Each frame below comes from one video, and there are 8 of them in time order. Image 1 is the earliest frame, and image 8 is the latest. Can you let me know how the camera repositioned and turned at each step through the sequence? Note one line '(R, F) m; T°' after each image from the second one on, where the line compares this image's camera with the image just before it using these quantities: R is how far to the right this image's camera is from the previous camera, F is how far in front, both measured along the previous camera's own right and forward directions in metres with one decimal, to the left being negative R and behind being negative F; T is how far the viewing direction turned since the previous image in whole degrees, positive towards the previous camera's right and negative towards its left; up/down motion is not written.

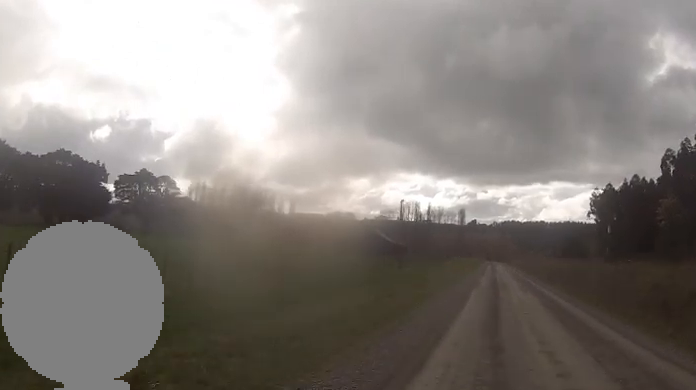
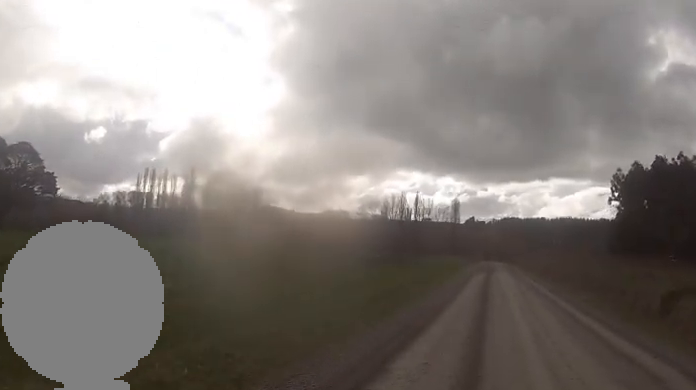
(+0.4, +41.5) m; 0°
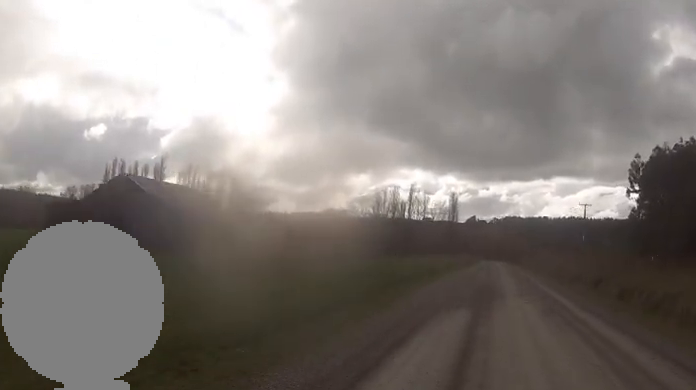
(-0.8, +22.9) m; -1°
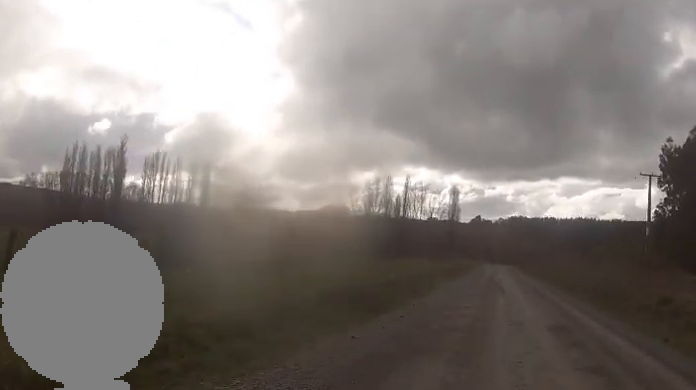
(+0.4, +27.5) m; +2°
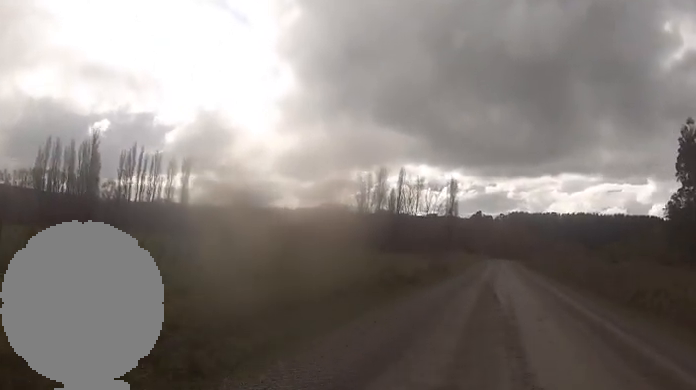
(+0.5, +14.6) m; 0°
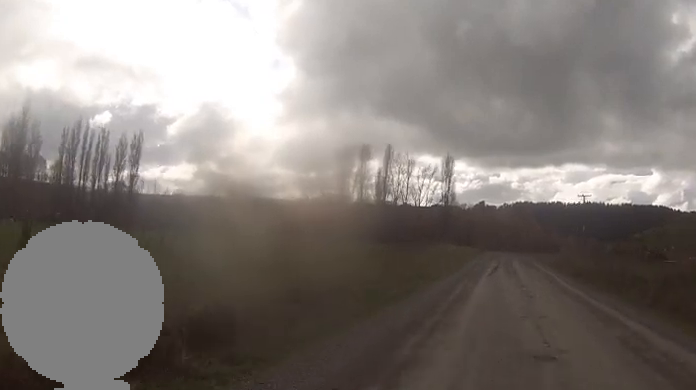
(-0.7, +31.4) m; -1°
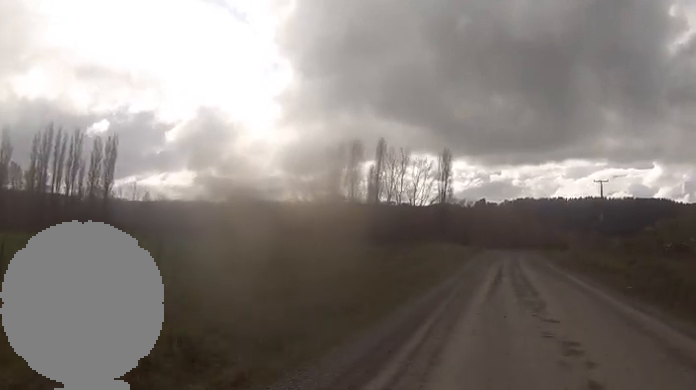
(+0.2, +12.1) m; +3°
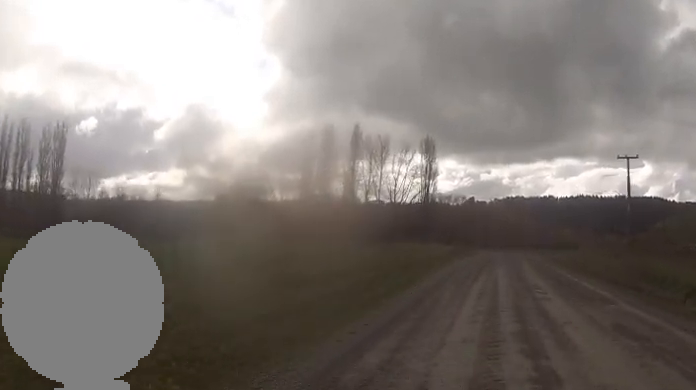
(+0.5, +17.3) m; +5°
